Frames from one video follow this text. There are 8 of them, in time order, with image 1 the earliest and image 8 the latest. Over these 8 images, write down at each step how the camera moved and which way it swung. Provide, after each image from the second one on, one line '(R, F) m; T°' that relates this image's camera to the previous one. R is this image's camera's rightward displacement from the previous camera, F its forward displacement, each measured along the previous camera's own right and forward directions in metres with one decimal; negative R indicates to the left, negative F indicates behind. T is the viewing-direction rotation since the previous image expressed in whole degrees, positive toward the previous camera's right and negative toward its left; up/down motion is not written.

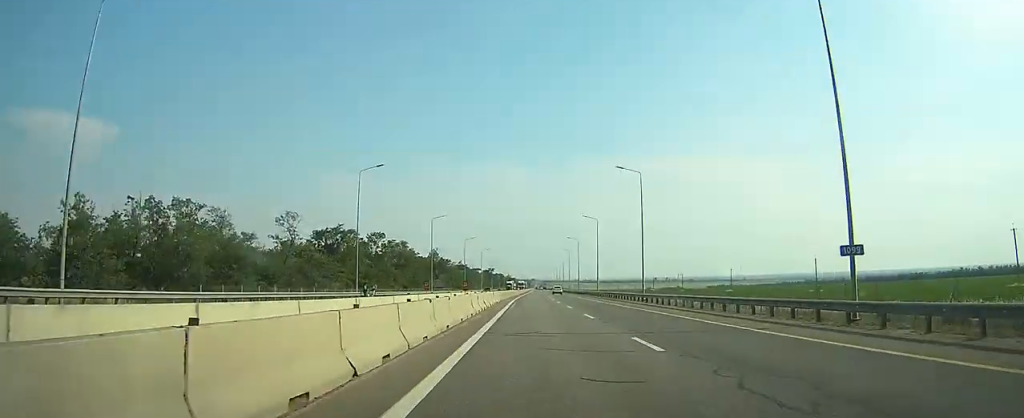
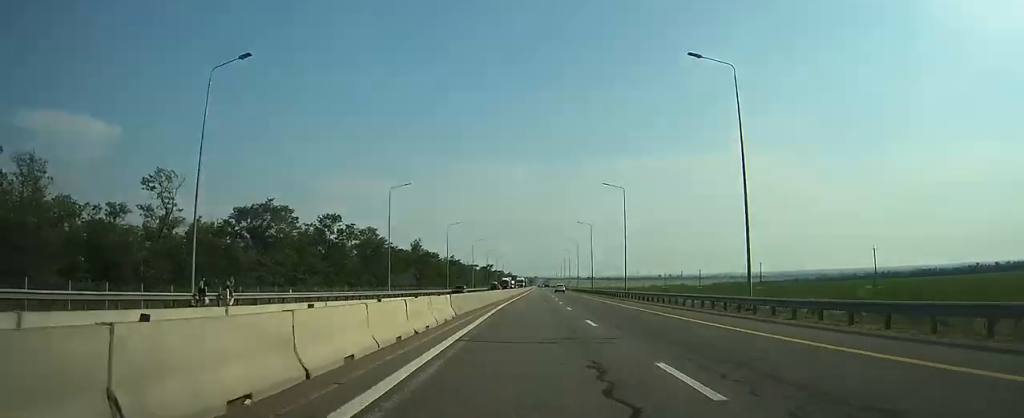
(+0.1, +28.4) m; 0°
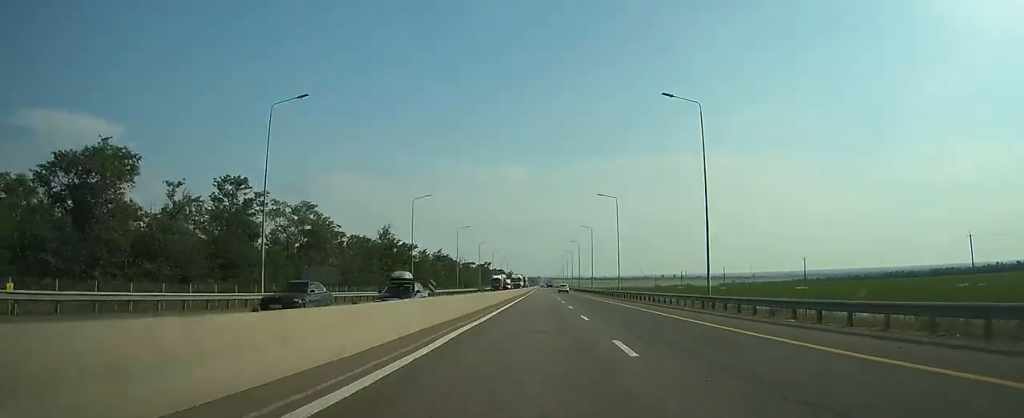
(-0.1, +31.9) m; 0°
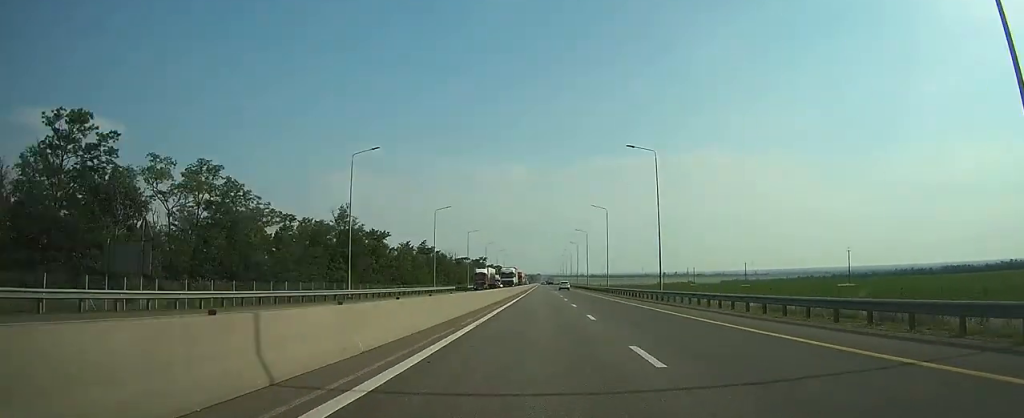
(-0.1, +25.1) m; 0°
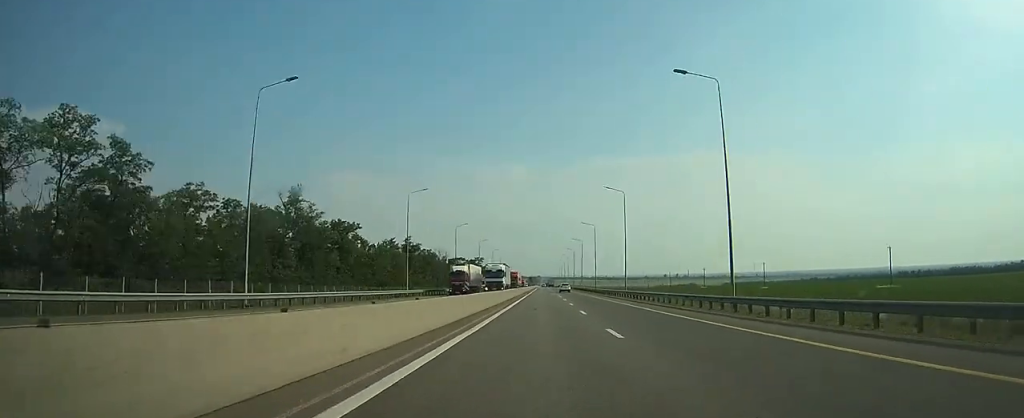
(-0.1, +18.4) m; 0°
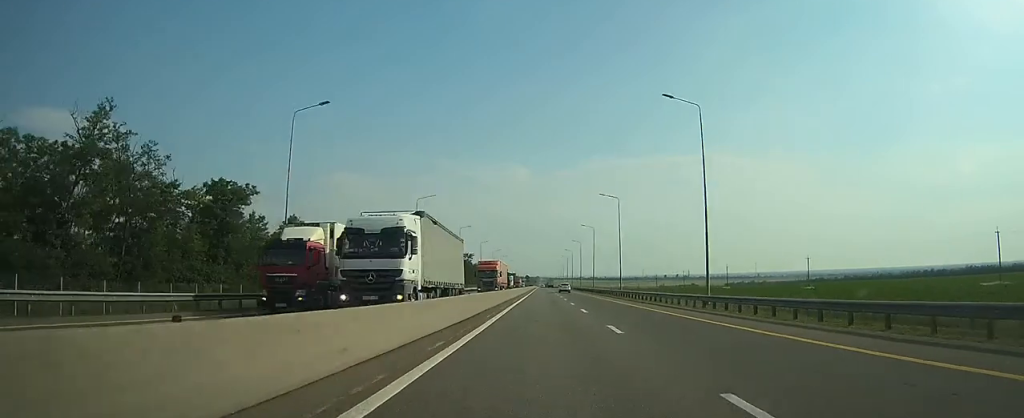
(0.0, +34.5) m; 0°
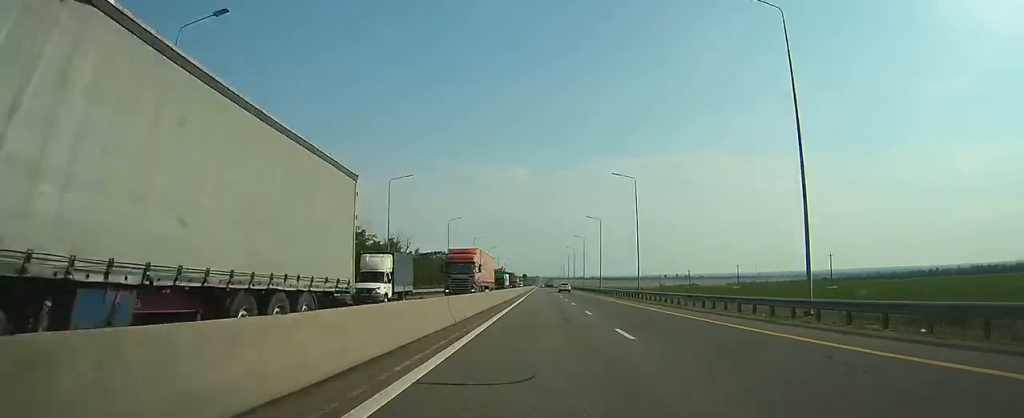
(0.0, +13.8) m; 0°
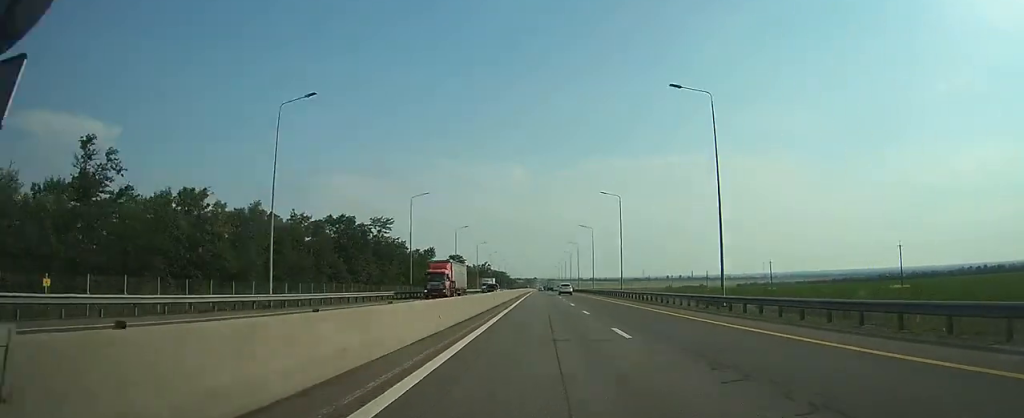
(+0.4, +106.6) m; 0°
